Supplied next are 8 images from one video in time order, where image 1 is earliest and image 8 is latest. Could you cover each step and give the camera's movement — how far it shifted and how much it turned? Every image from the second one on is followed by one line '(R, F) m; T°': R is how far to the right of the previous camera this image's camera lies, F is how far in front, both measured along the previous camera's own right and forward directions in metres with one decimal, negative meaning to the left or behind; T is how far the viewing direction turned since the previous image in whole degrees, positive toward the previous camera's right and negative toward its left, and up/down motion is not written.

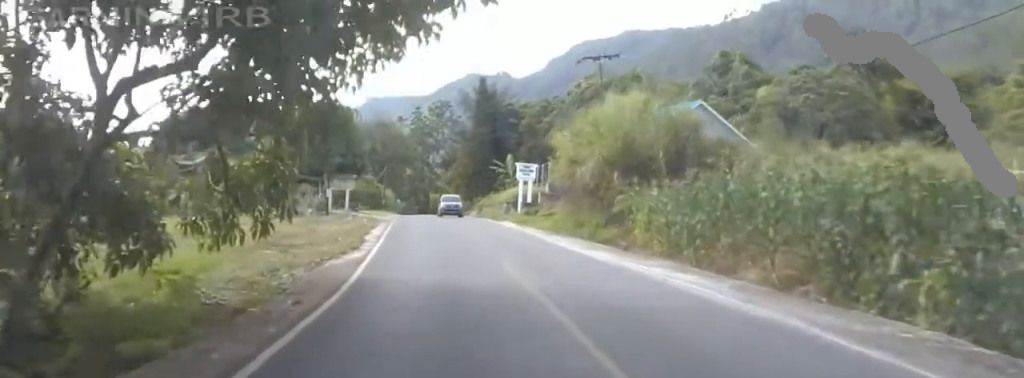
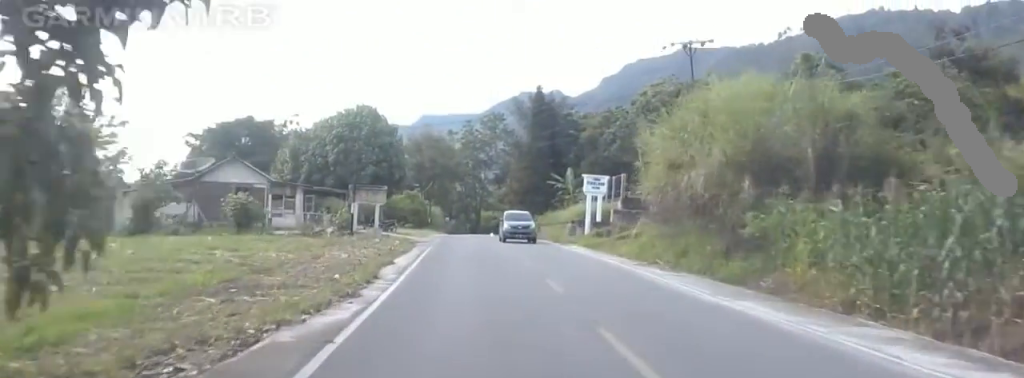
(0.0, +10.7) m; -1°
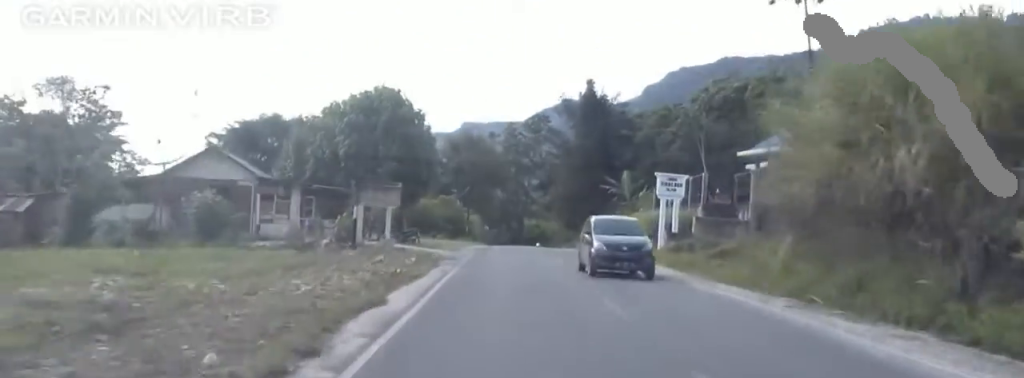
(-0.2, +11.2) m; 0°
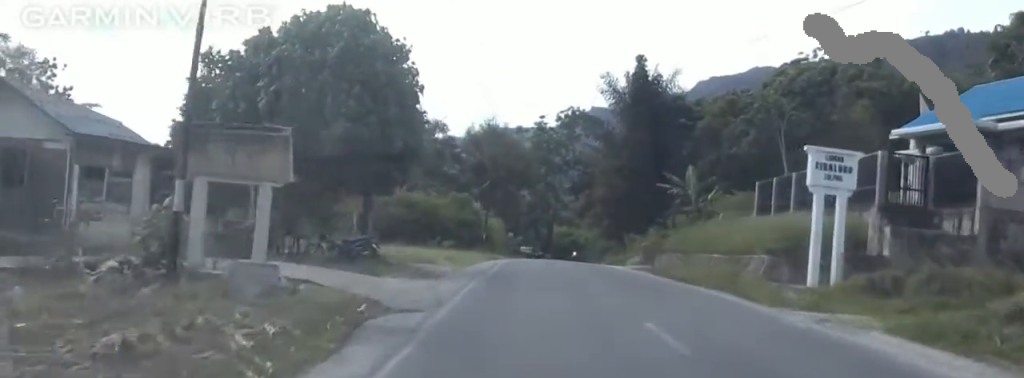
(-0.3, +19.6) m; -4°
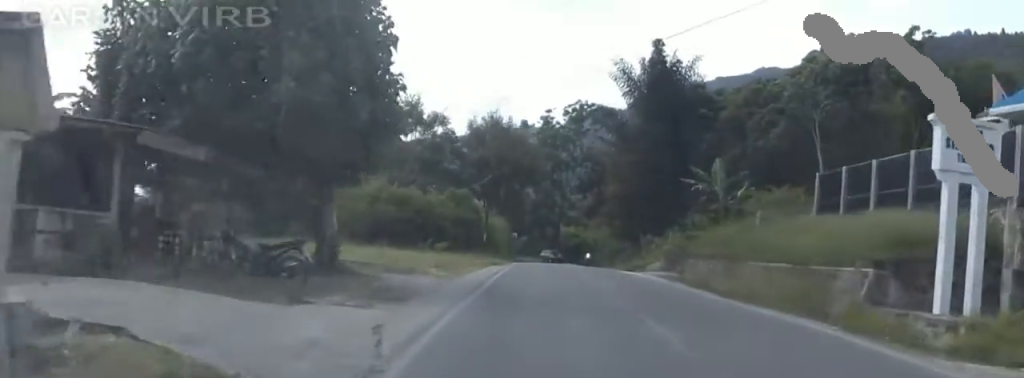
(-0.6, +7.8) m; -1°
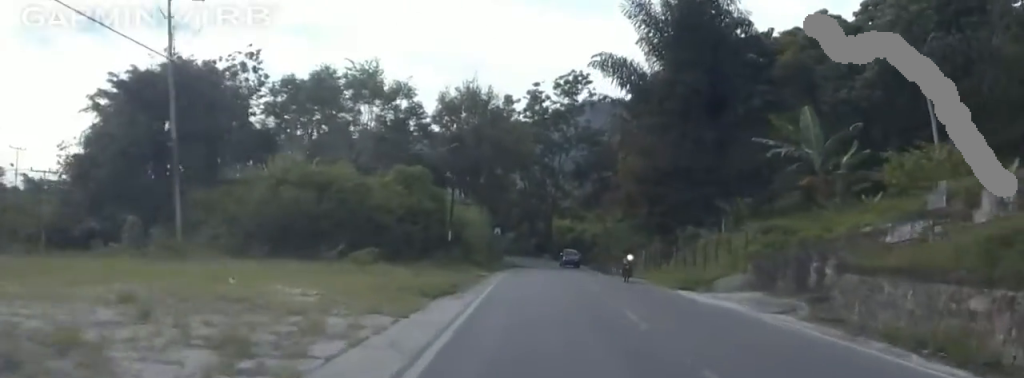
(+0.9, +21.5) m; +5°
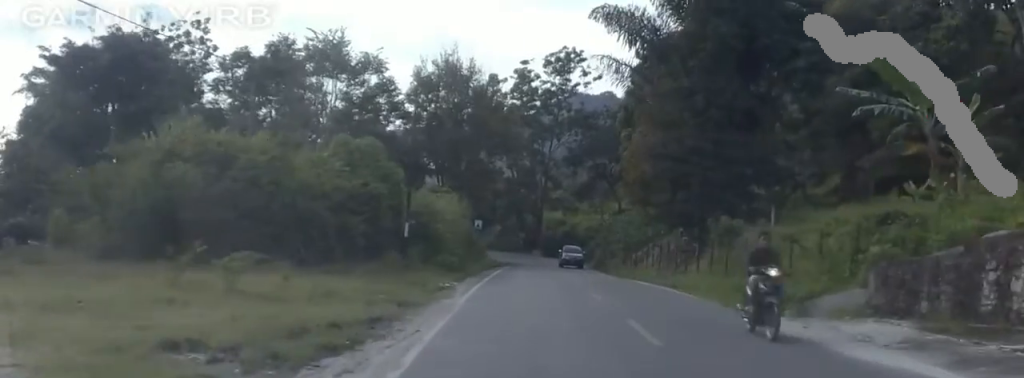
(+0.3, +11.4) m; 0°
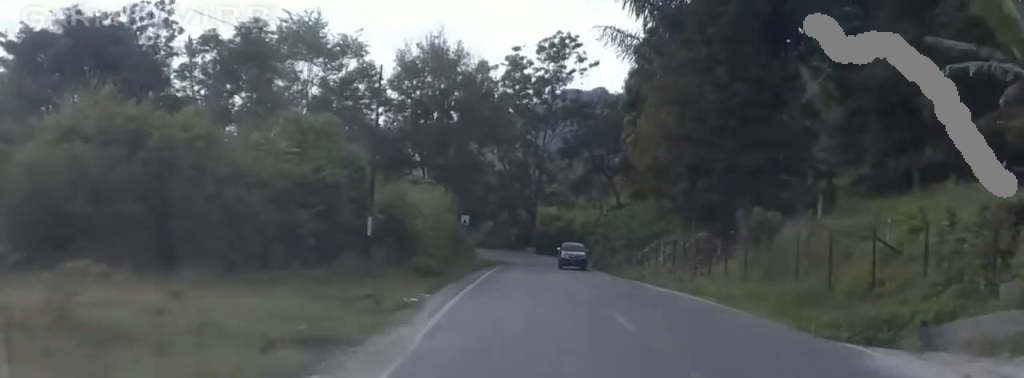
(-0.1, +6.1) m; -1°
